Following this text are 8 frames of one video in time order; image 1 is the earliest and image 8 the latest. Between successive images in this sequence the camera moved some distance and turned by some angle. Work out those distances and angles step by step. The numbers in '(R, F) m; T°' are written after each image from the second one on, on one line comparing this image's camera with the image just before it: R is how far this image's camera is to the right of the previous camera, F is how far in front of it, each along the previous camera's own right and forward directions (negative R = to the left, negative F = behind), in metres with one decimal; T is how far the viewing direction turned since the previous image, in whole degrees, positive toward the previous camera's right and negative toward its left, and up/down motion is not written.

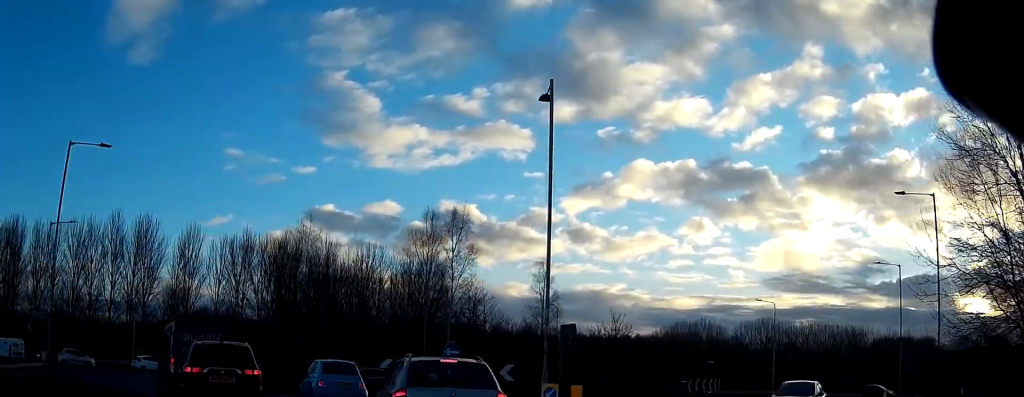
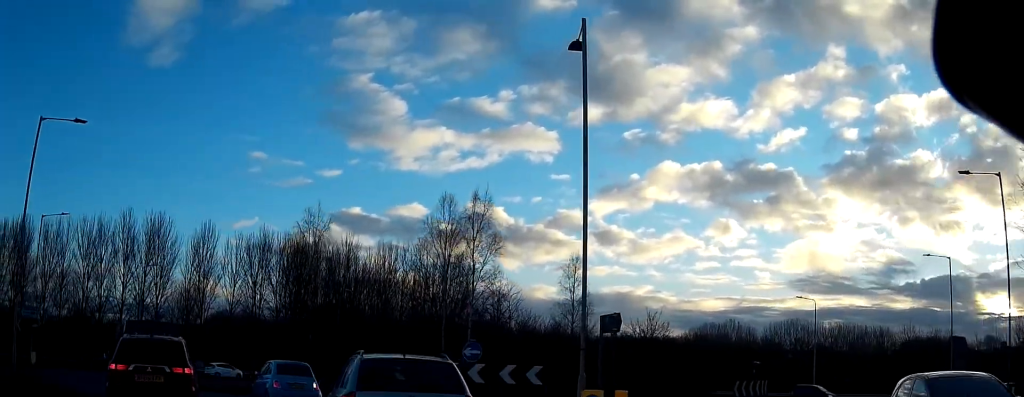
(0.0, +4.9) m; -1°
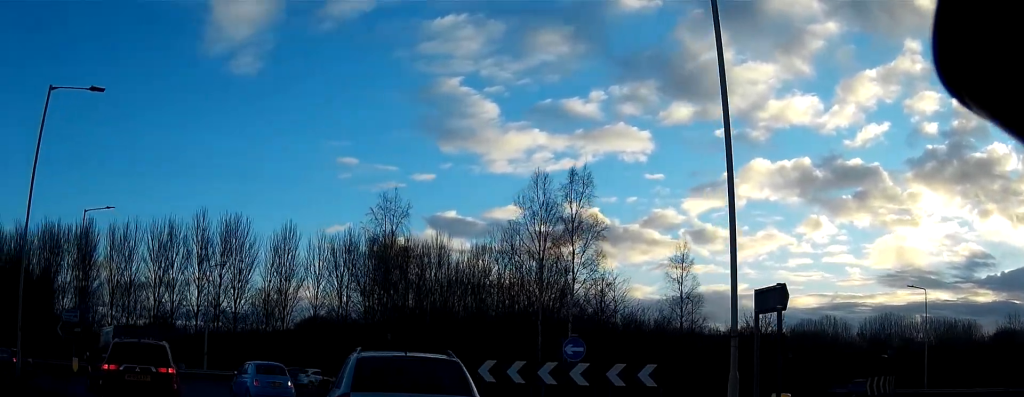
(-0.2, +5.6) m; -9°
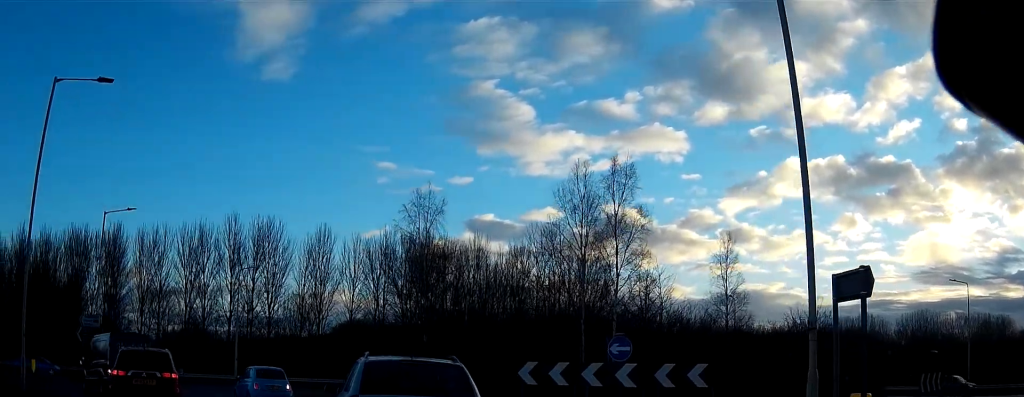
(-0.1, +1.8) m; -5°
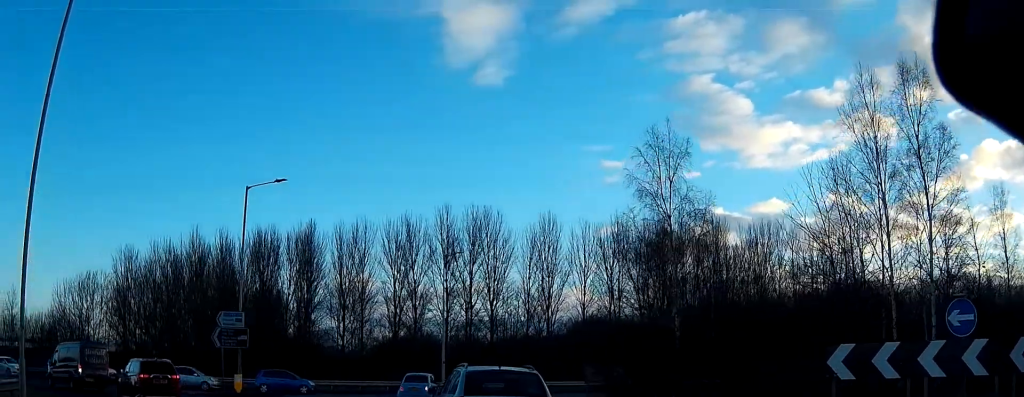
(-1.8, +9.6) m; -18°
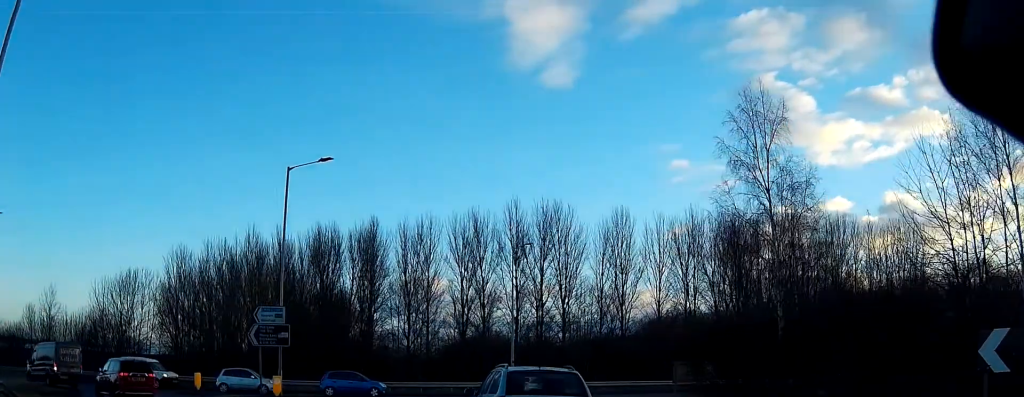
(-0.1, +3.6) m; -4°
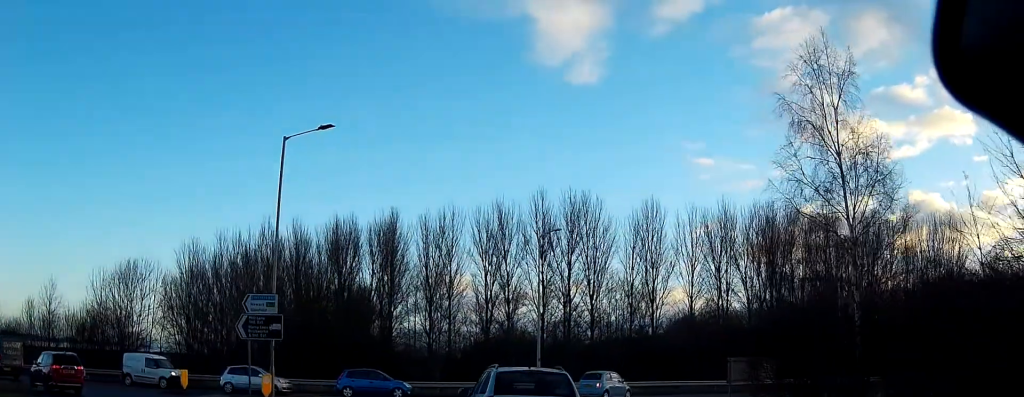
(-0.2, +4.1) m; -2°
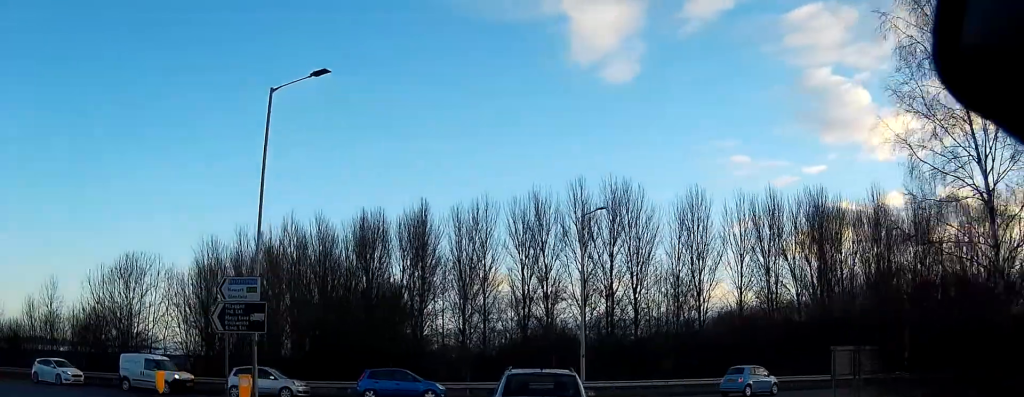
(-0.1, +5.6) m; -2°
